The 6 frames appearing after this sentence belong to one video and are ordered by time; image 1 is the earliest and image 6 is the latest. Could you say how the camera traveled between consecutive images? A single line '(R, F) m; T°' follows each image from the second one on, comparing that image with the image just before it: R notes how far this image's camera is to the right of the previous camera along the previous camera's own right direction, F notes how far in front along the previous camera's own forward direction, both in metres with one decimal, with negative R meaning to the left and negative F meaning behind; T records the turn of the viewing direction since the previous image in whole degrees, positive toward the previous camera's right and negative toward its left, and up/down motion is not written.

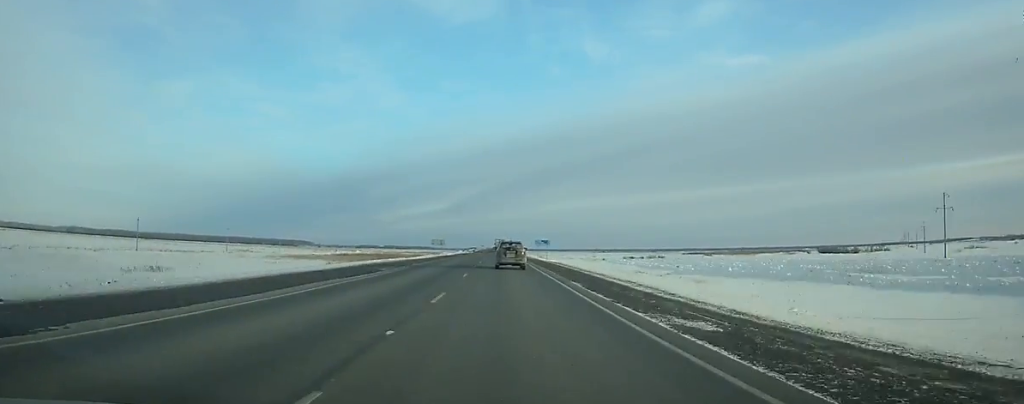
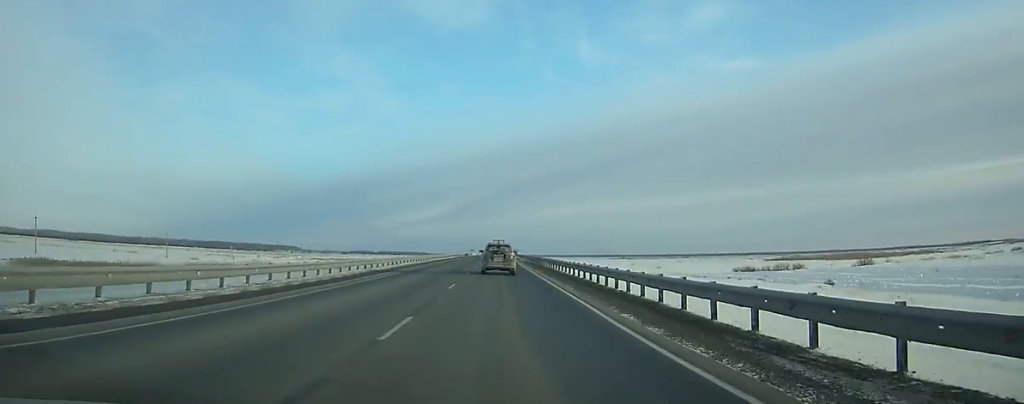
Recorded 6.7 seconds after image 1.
(0.0, +173.3) m; 0°
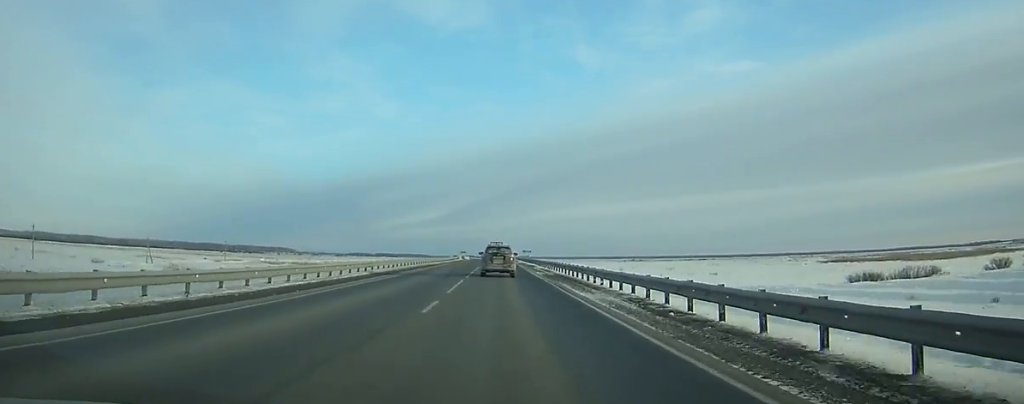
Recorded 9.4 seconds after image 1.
(+0.1, +67.4) m; 0°
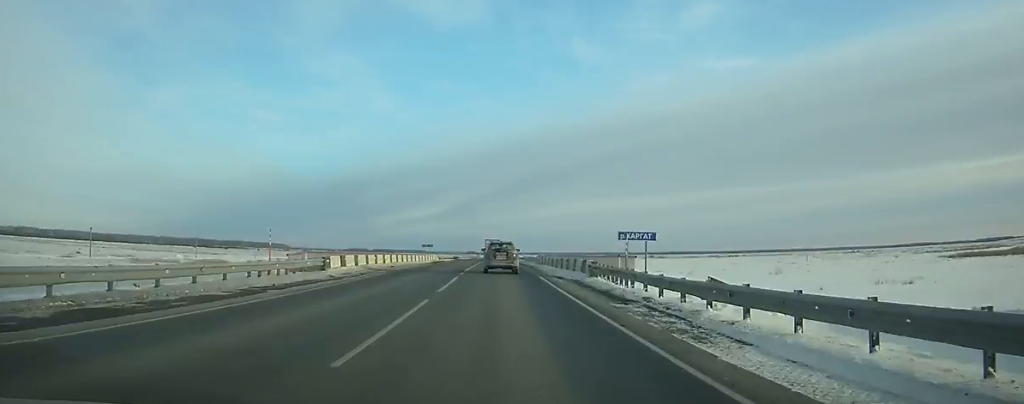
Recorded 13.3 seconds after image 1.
(+0.1, +95.6) m; 0°
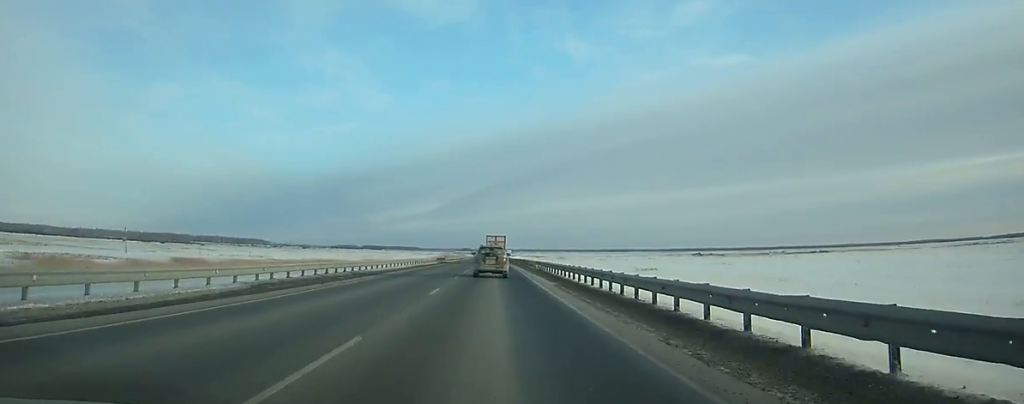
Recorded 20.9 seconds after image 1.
(+1.1, +181.8) m; +1°
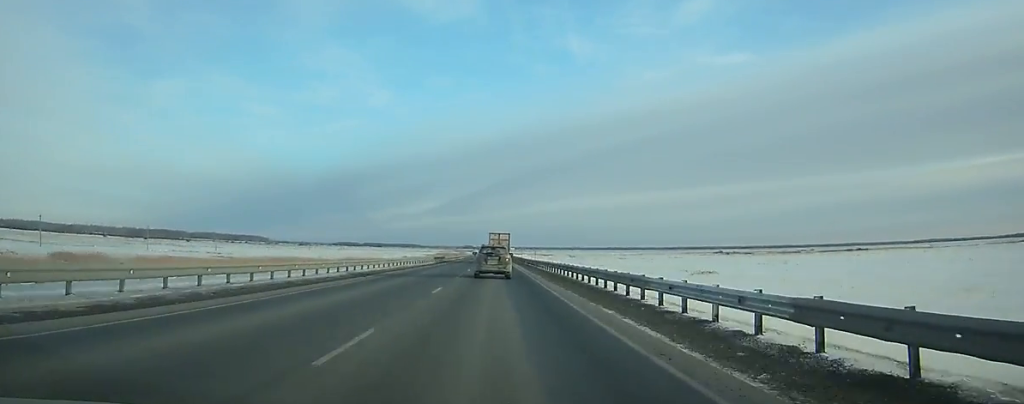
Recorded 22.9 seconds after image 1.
(0.0, +47.5) m; 0°
